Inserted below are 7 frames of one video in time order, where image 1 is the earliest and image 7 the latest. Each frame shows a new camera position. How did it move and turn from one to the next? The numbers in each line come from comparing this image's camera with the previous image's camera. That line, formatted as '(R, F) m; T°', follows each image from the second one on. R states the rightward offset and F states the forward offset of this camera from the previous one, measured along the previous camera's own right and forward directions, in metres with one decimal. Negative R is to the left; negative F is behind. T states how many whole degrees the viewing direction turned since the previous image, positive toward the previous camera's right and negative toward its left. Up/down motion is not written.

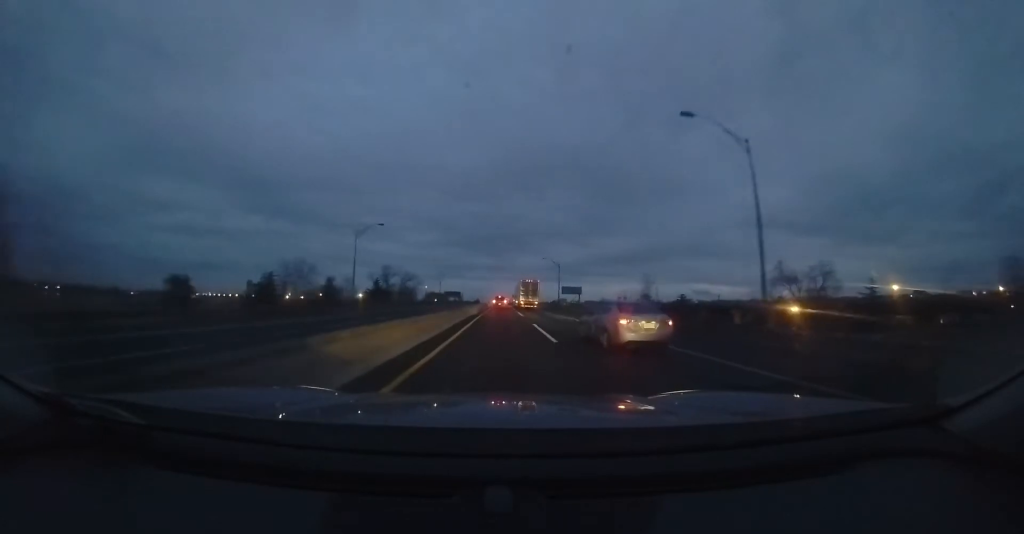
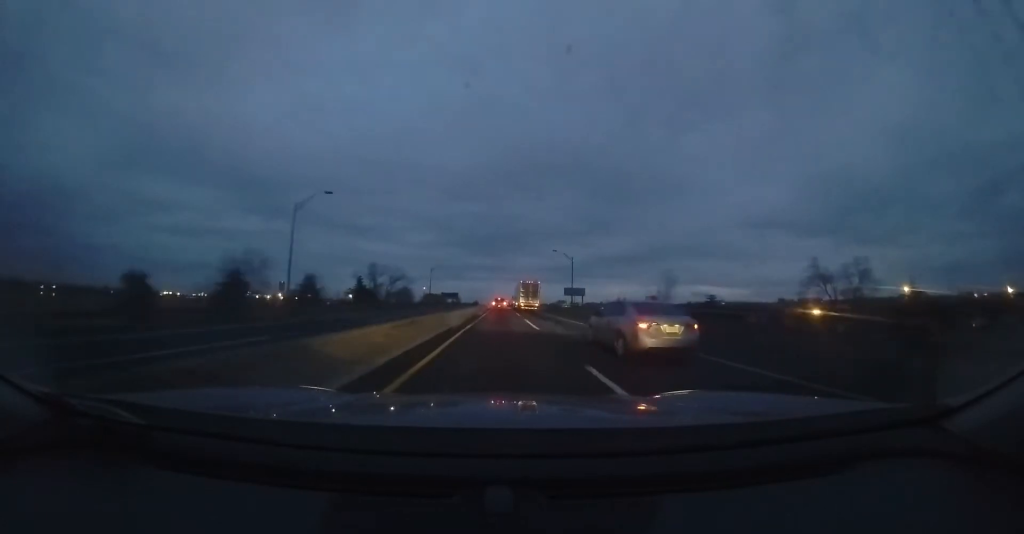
(+0.1, +11.4) m; 0°
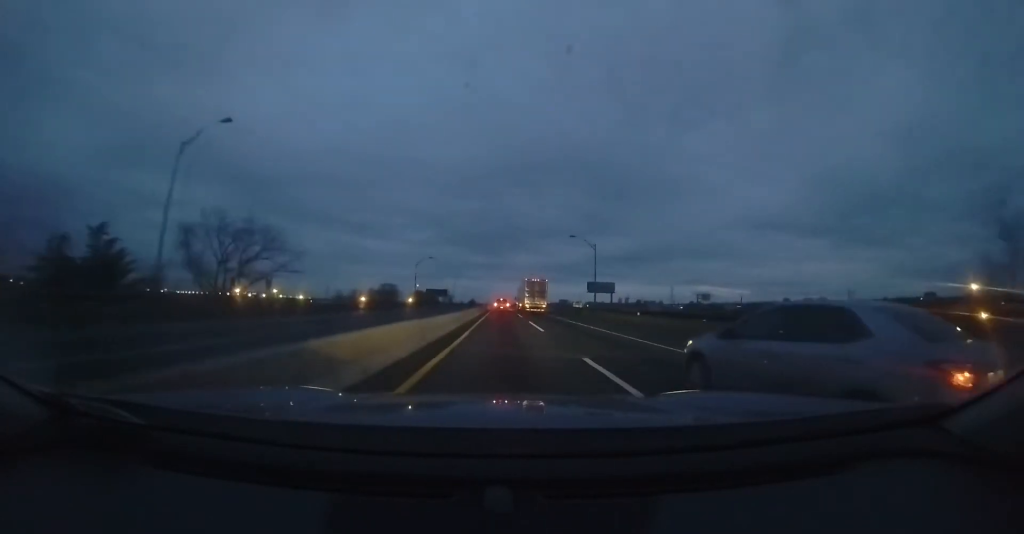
(-0.1, +61.2) m; 0°
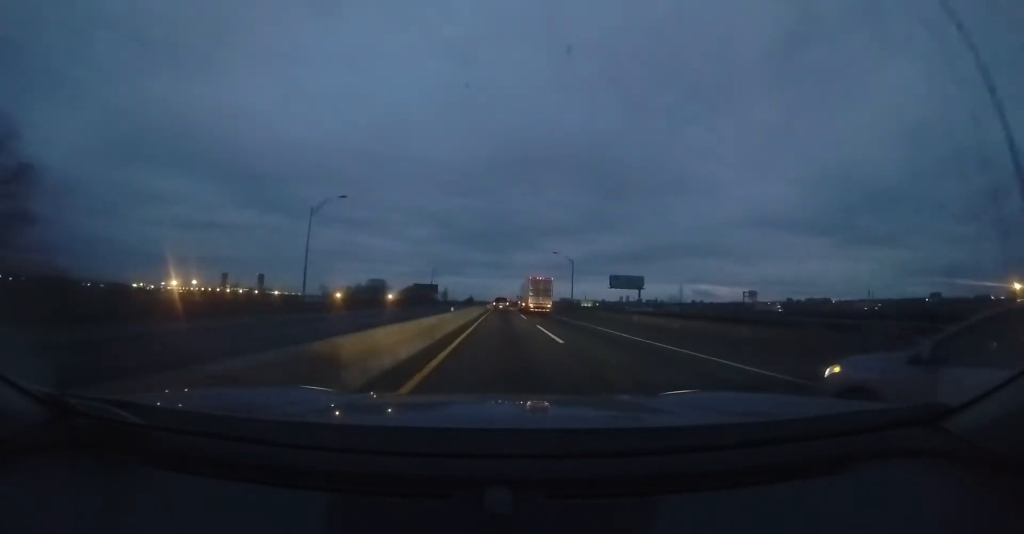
(+0.3, +34.6) m; 0°
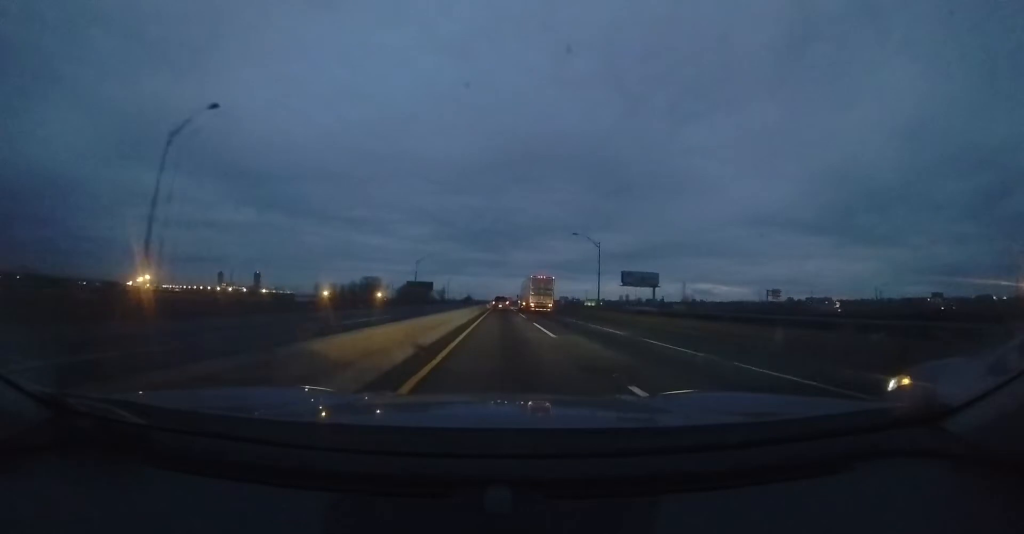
(-0.2, +13.7) m; 0°
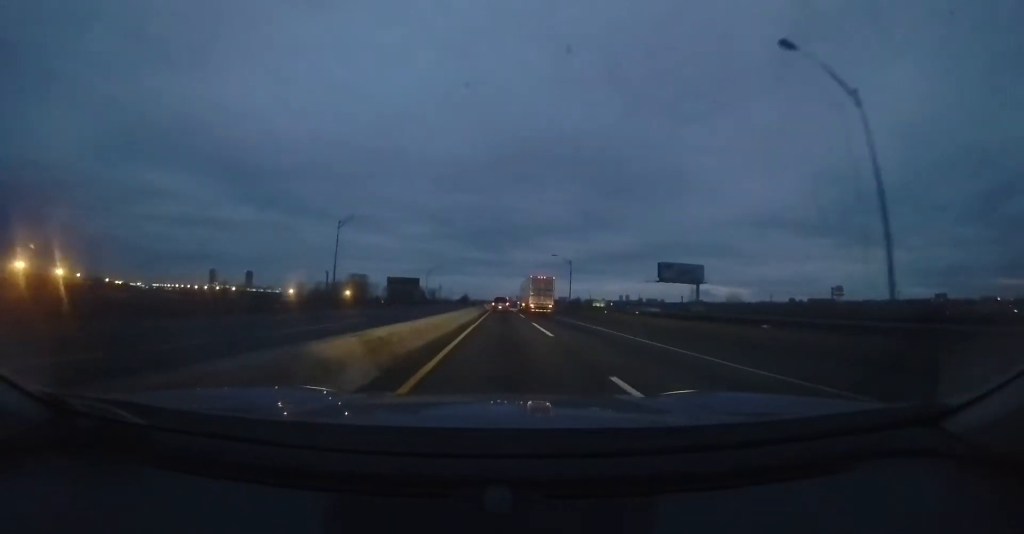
(+0.1, +29.5) m; 0°
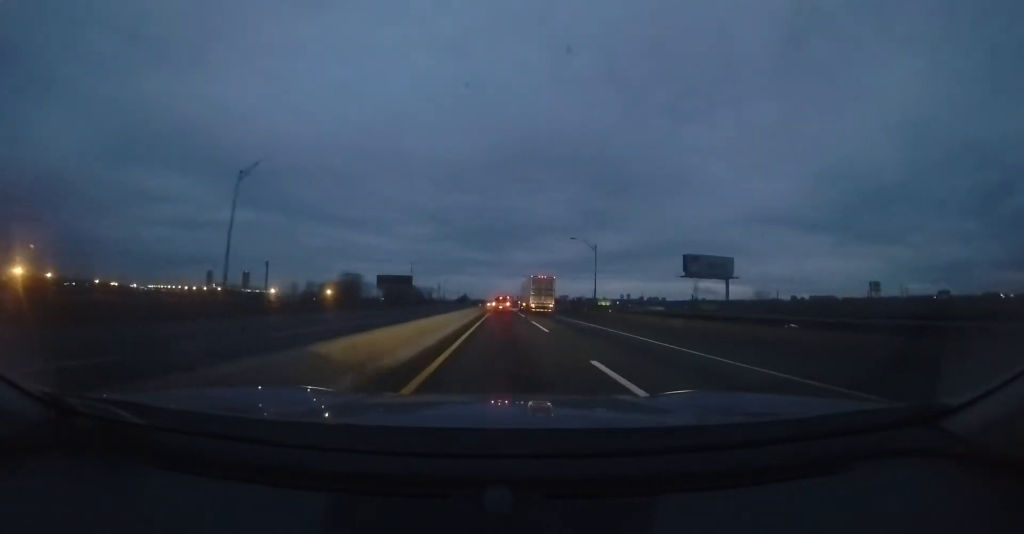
(0.0, +13.3) m; 0°
